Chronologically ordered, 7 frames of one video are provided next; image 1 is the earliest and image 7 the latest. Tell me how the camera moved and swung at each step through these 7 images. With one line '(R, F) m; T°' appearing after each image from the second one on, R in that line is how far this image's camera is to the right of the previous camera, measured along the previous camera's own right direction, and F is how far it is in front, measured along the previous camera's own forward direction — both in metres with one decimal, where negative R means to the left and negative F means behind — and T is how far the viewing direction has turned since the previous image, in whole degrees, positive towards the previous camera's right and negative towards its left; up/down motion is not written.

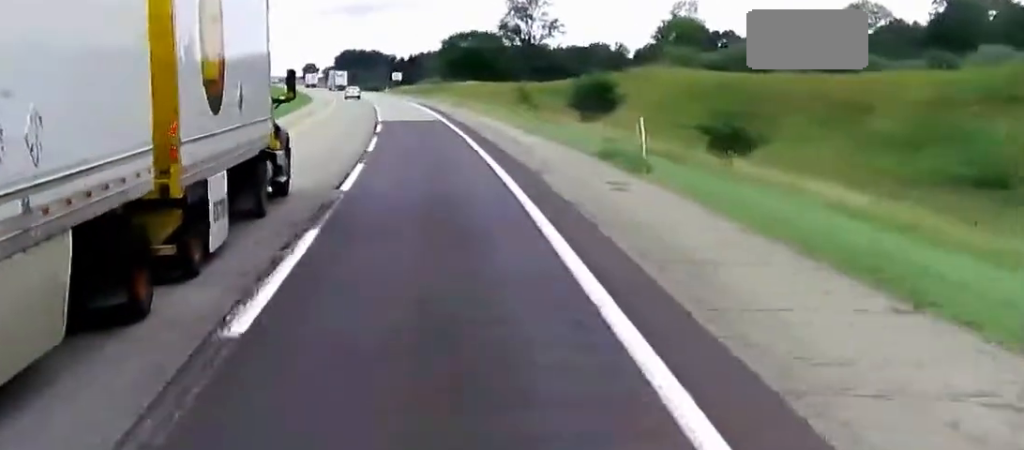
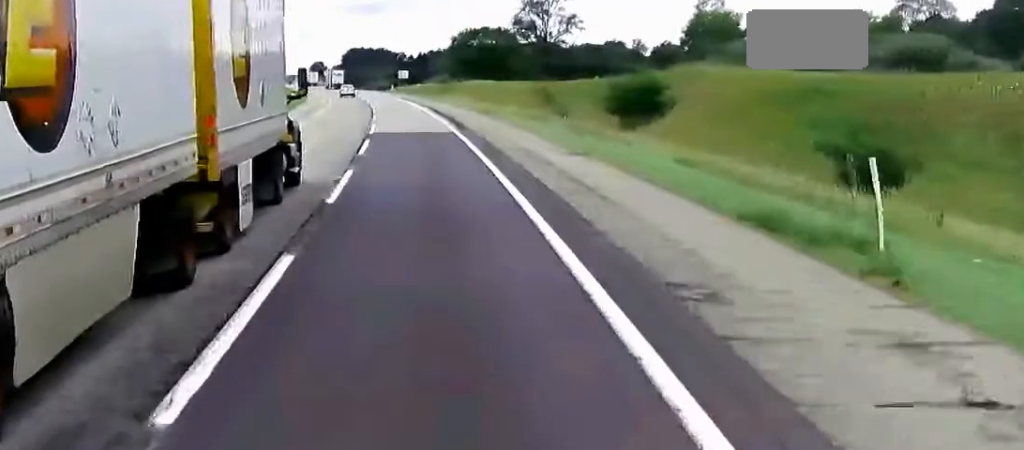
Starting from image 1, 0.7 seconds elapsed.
(+0.1, +18.3) m; -1°
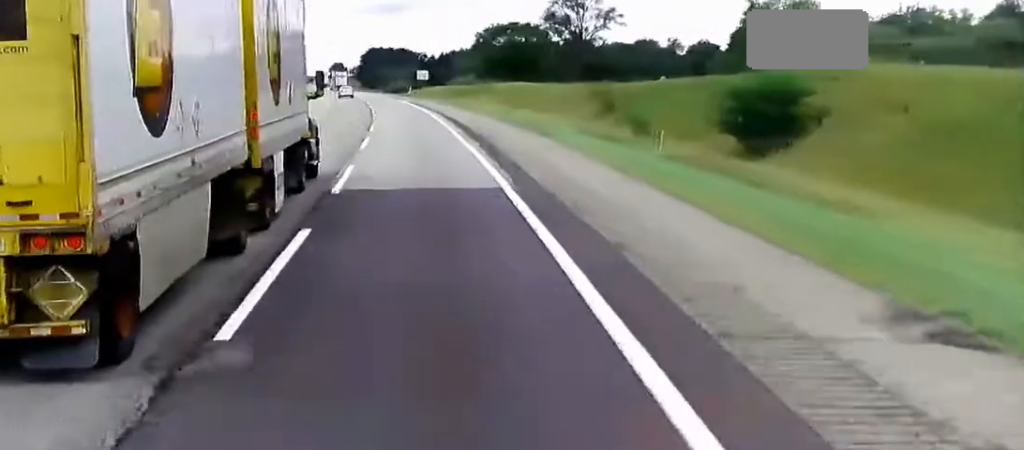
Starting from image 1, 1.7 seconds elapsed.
(-0.4, +27.5) m; -2°
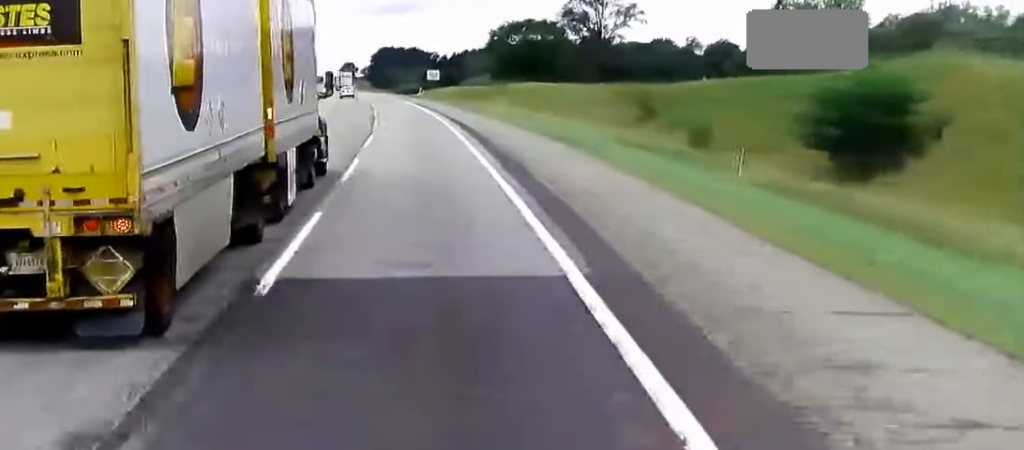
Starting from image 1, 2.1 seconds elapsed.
(-0.2, +11.9) m; -1°
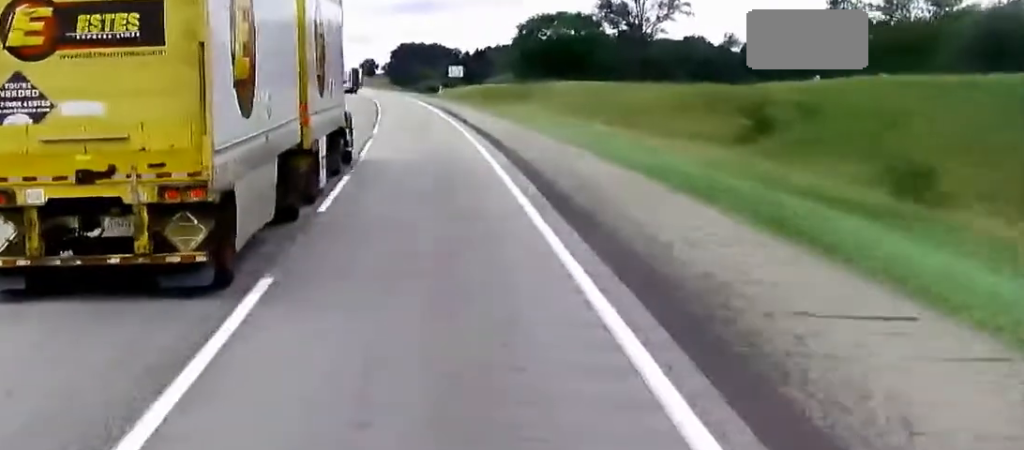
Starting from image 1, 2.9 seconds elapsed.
(+0.1, +22.9) m; 0°
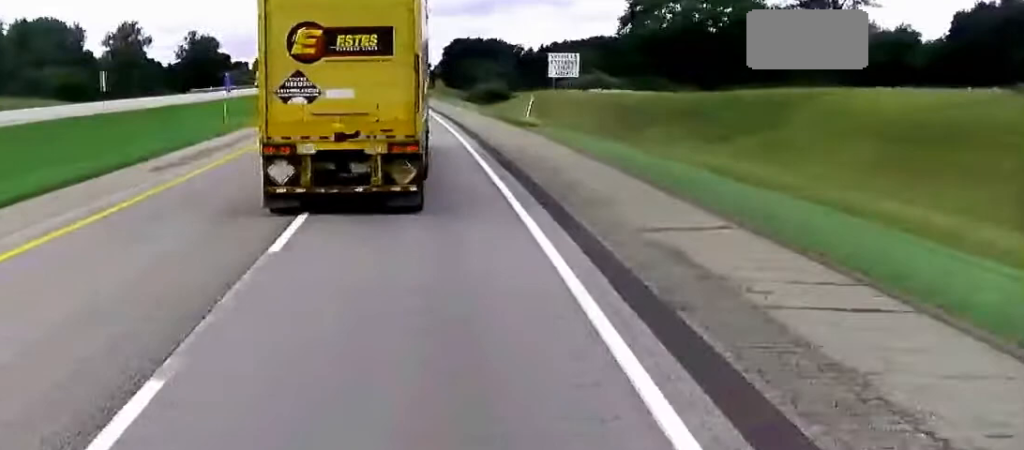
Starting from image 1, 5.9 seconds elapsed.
(-1.4, +81.6) m; -2°
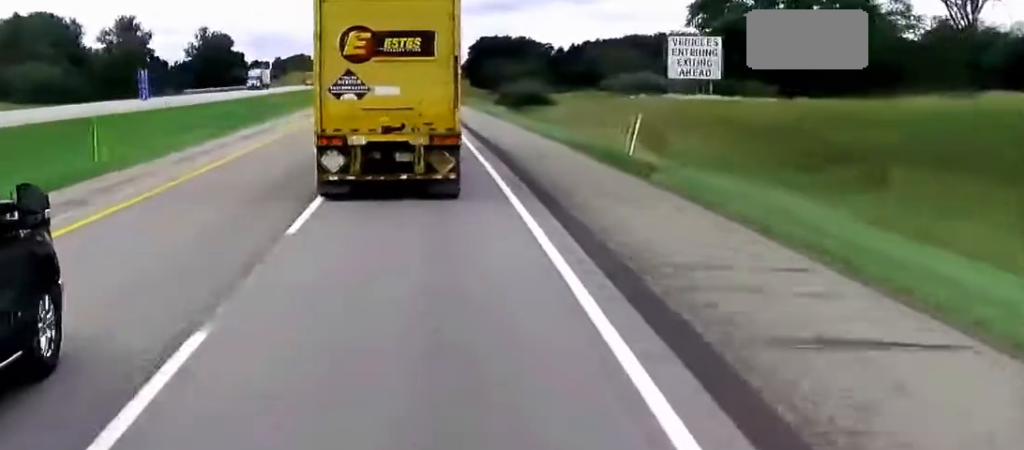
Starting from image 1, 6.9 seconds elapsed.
(-0.4, +28.3) m; -1°
